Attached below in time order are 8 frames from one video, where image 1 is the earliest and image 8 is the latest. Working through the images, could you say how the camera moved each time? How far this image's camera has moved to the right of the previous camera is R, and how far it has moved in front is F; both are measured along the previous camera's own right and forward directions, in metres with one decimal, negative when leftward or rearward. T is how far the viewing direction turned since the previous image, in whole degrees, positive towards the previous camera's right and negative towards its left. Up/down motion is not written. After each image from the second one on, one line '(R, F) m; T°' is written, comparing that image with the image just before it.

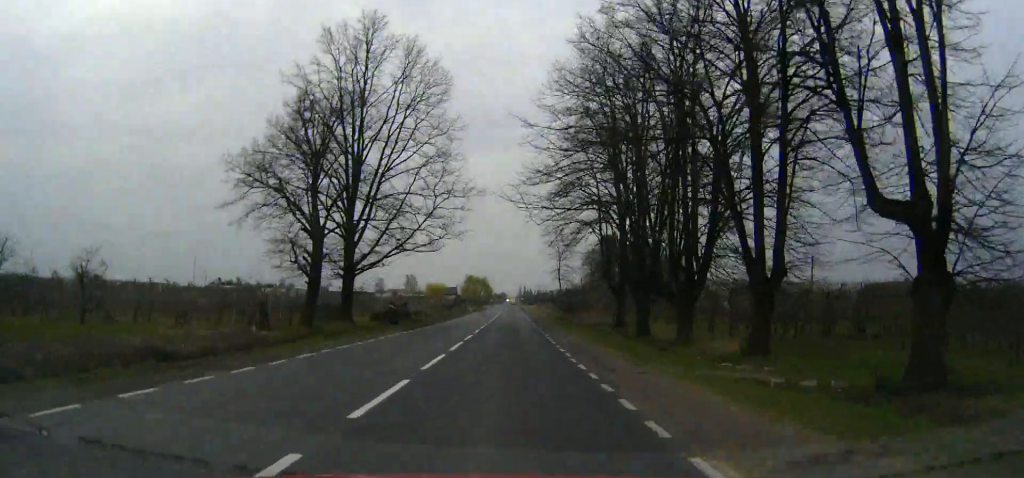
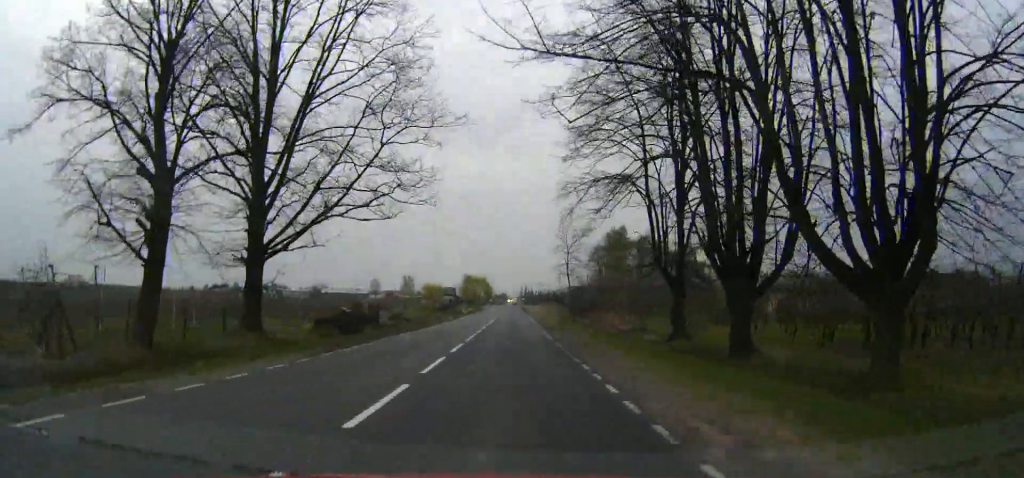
(0.0, +18.3) m; 0°
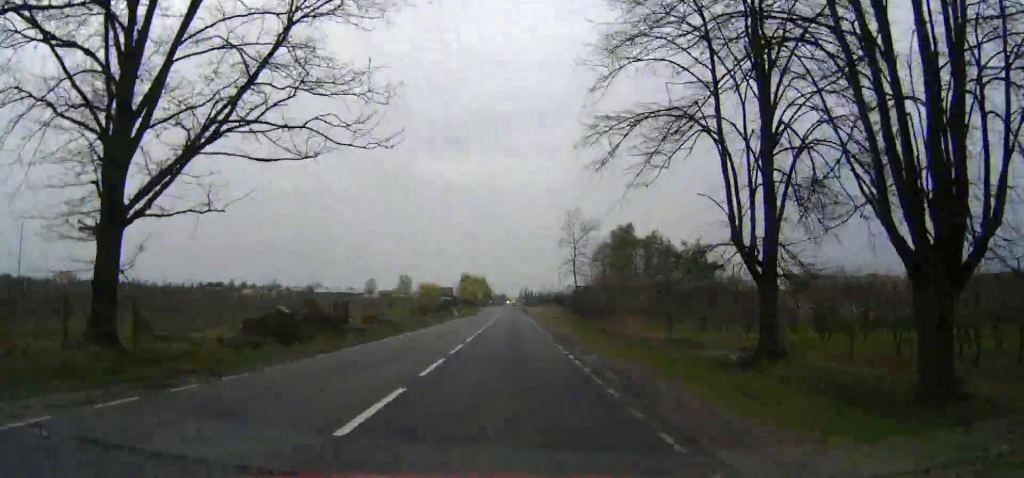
(-0.1, +12.2) m; 0°
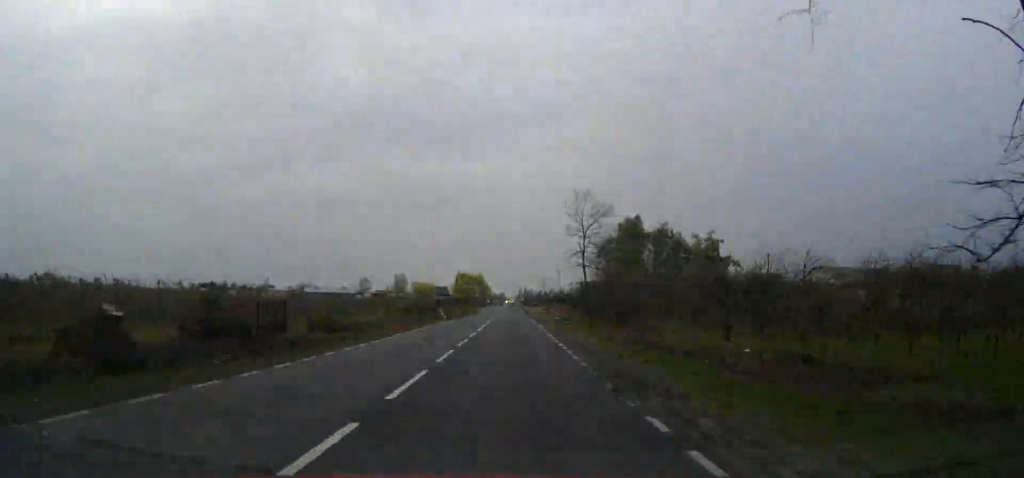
(0.0, +15.1) m; 0°
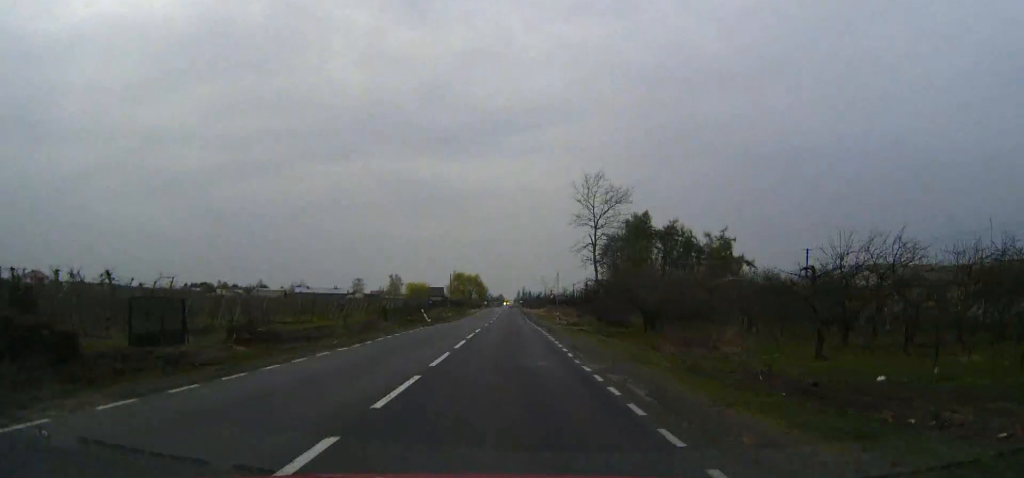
(0.0, +12.6) m; 0°
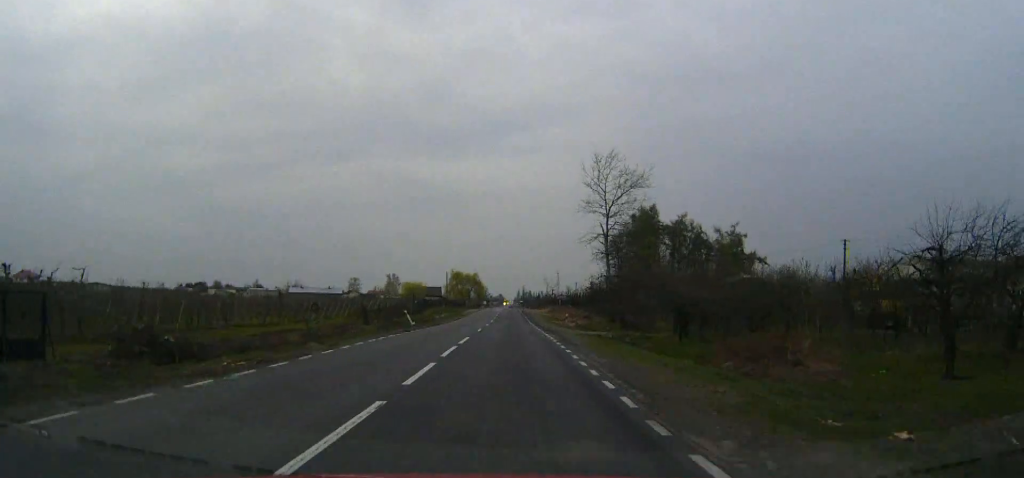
(-0.1, +9.4) m; 0°
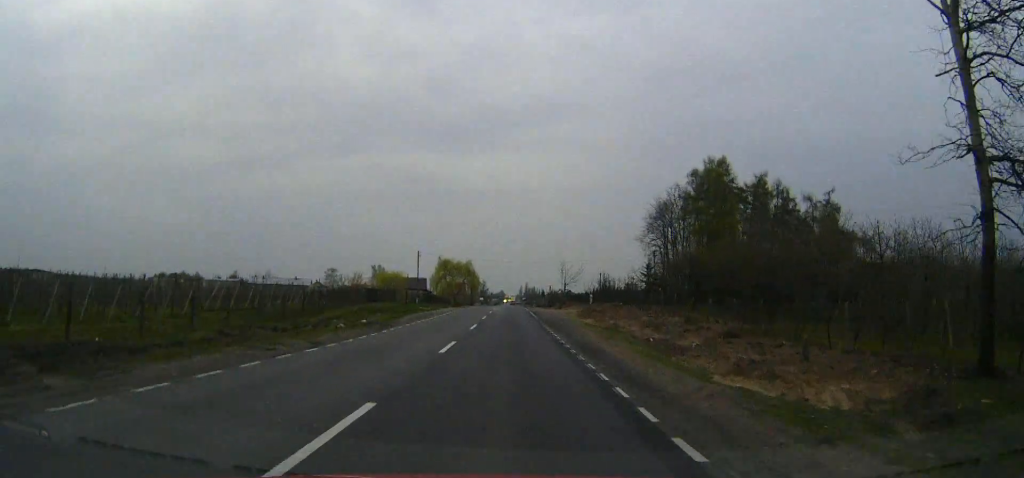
(+0.3, +53.6) m; +1°
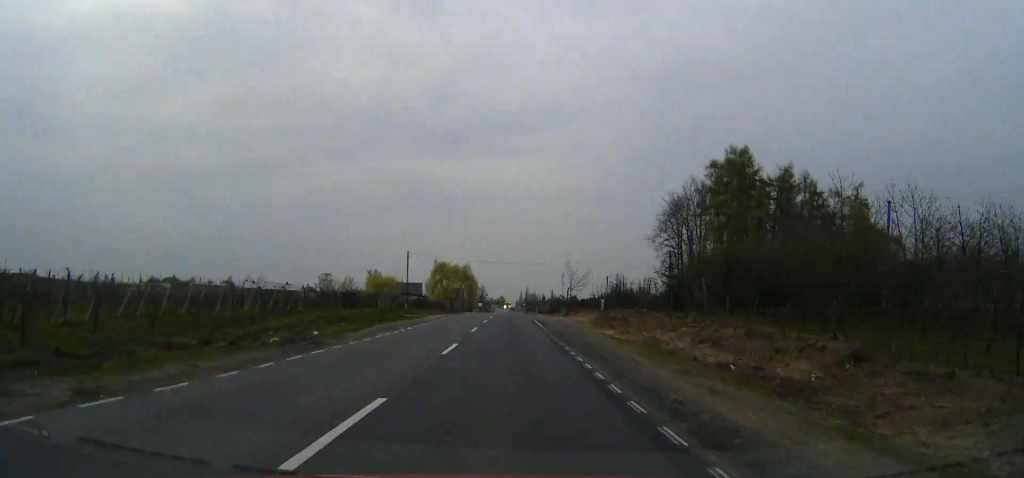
(0.0, +11.4) m; 0°
